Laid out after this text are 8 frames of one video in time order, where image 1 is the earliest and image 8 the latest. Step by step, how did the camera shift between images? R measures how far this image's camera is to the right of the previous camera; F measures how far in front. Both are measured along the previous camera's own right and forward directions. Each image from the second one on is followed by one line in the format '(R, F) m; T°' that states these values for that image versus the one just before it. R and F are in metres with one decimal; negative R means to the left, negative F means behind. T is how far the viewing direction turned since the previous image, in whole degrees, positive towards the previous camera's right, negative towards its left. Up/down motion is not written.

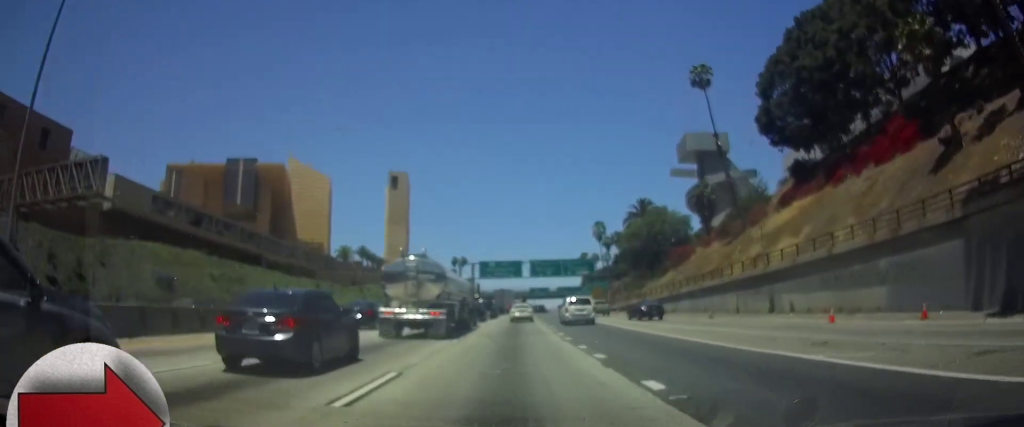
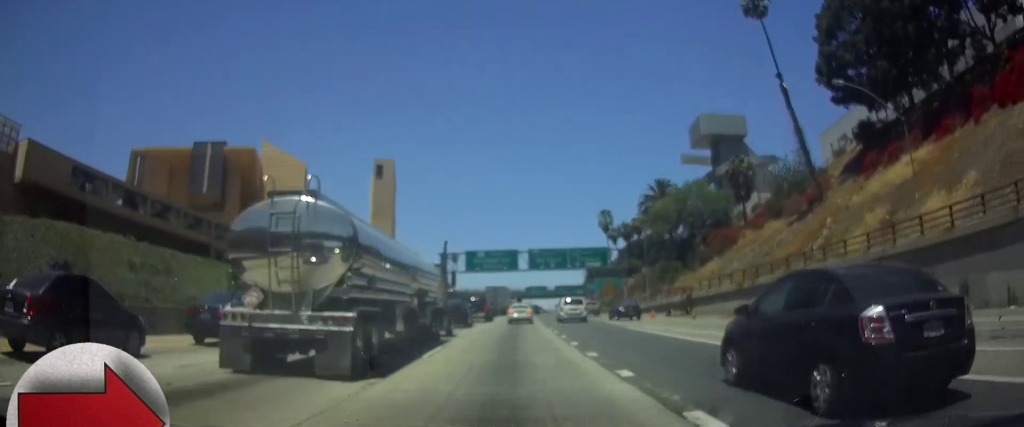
(0.0, +20.5) m; 0°
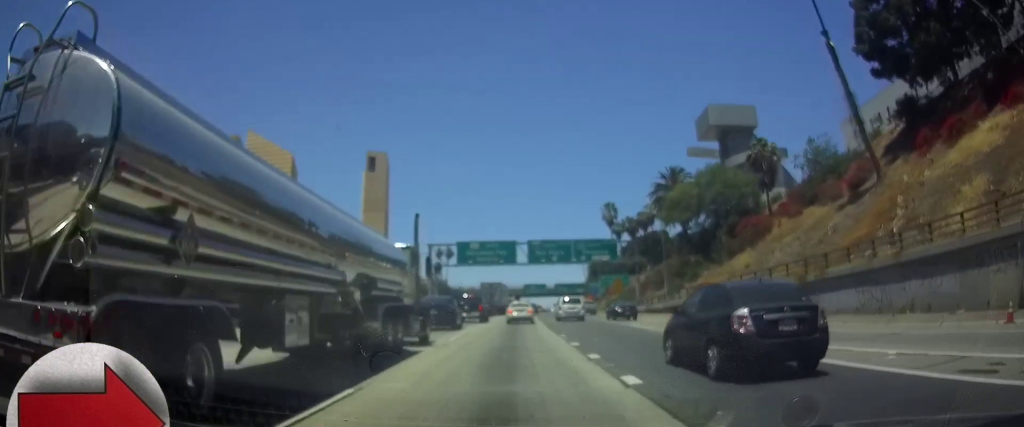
(0.0, +9.9) m; 0°
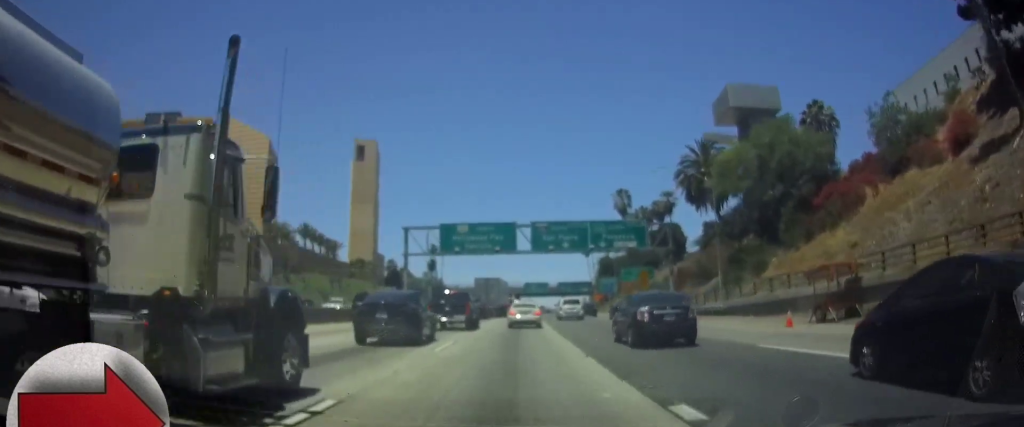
(0.0, +17.0) m; 0°
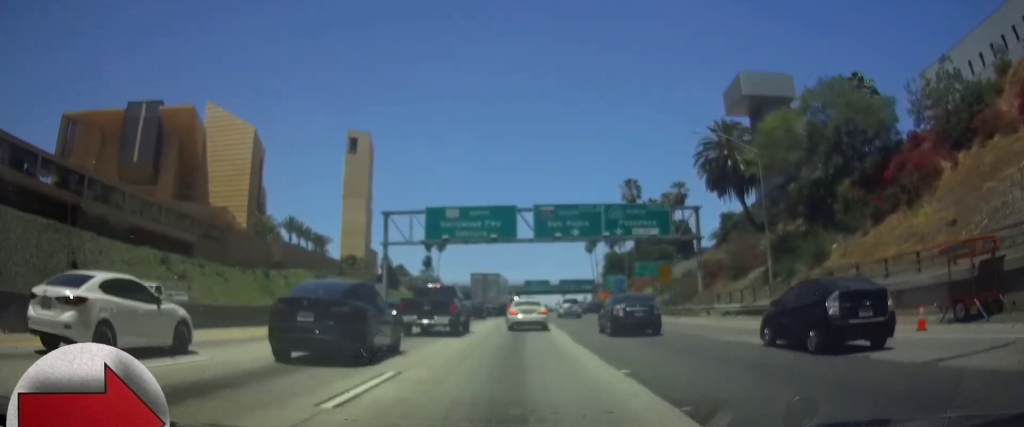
(-0.1, +9.3) m; 0°
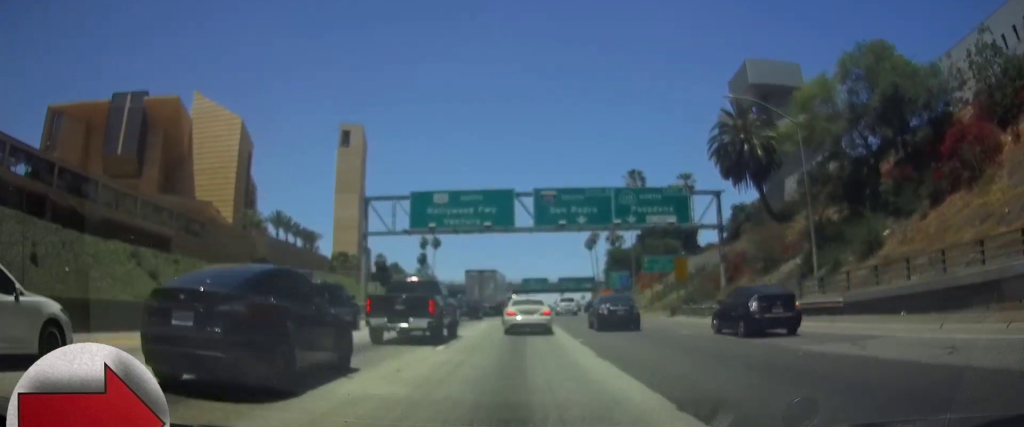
(-0.1, +6.3) m; 0°
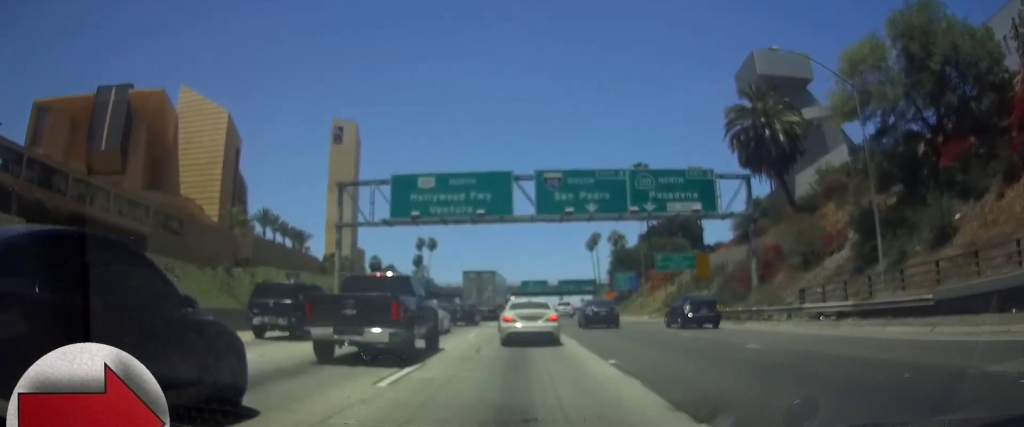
(+0.2, +7.0) m; +1°
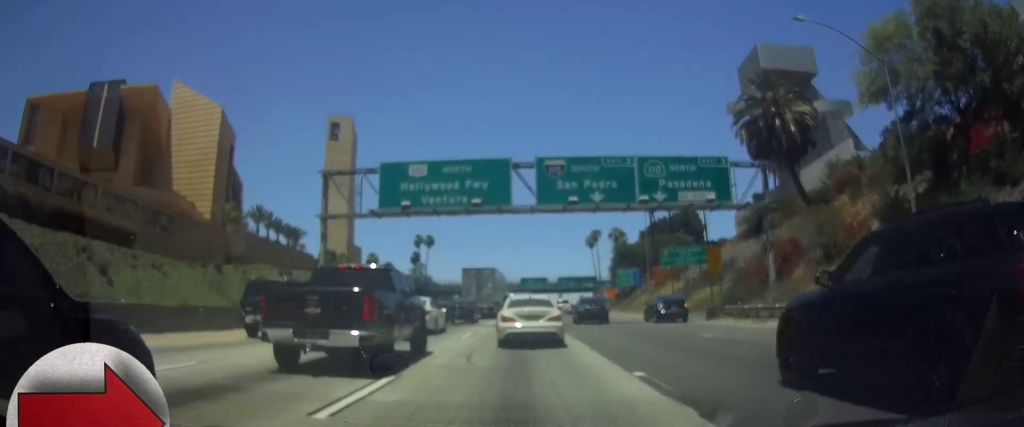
(0.0, +3.1) m; 0°
